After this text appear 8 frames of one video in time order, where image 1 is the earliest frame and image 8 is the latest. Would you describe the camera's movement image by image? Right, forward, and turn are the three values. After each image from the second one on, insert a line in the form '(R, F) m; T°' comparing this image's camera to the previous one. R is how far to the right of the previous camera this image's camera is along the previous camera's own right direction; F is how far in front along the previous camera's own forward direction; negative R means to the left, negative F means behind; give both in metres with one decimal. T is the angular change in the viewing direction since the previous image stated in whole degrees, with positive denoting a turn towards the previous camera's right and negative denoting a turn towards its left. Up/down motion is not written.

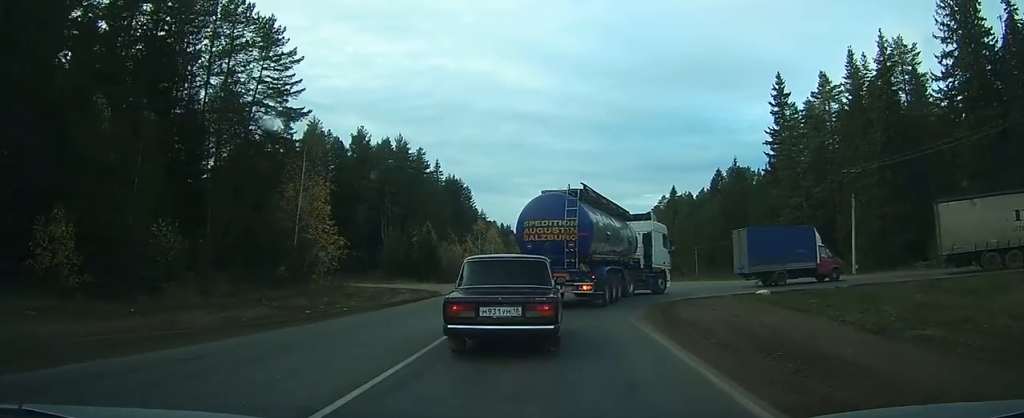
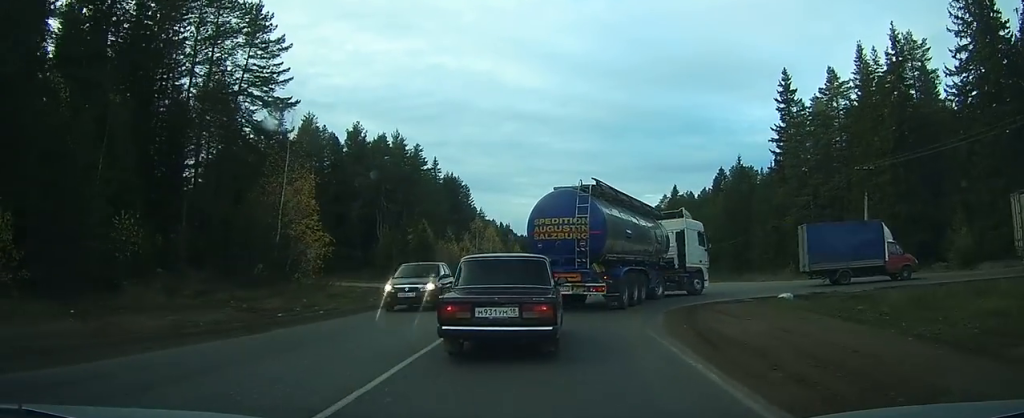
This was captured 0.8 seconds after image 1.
(0.0, +2.7) m; +1°
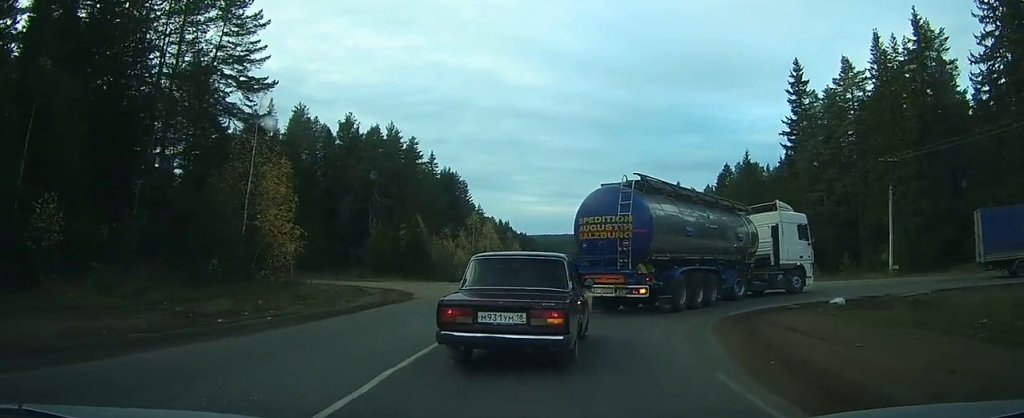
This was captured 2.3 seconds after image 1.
(+0.1, +4.6) m; +1°
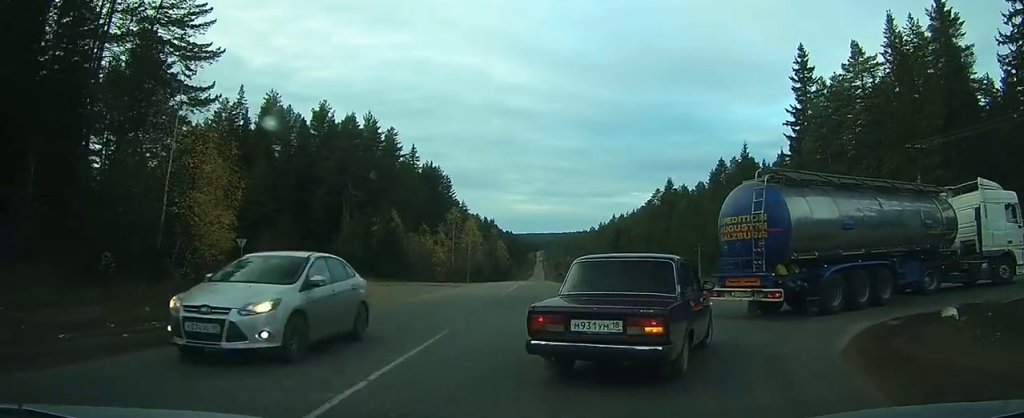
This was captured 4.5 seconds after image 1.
(+0.1, +6.4) m; +4°
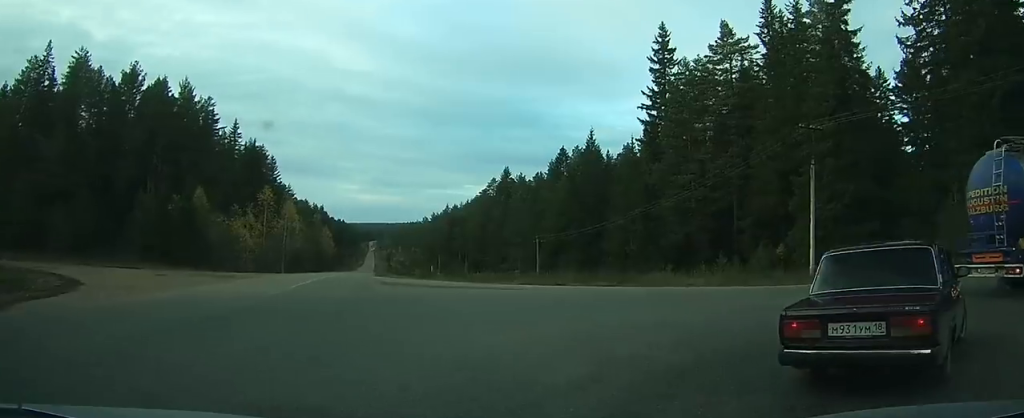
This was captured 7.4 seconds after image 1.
(+0.8, +8.5) m; +15°
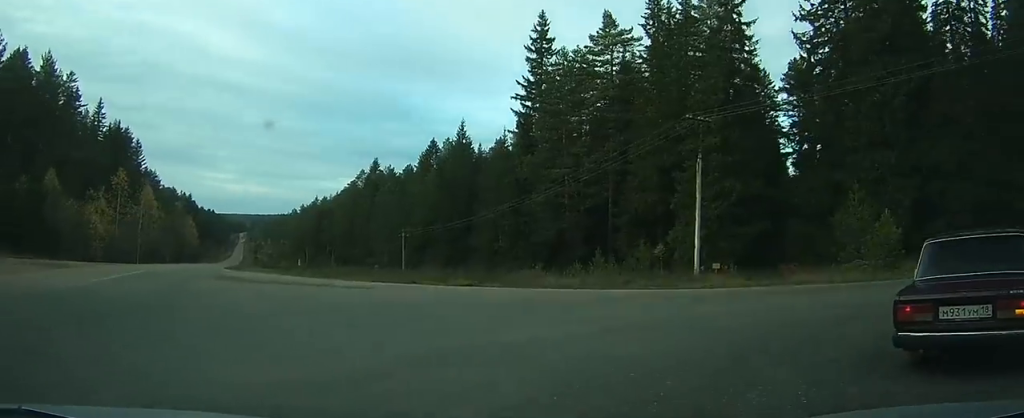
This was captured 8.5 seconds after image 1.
(-0.1, +3.2) m; +9°
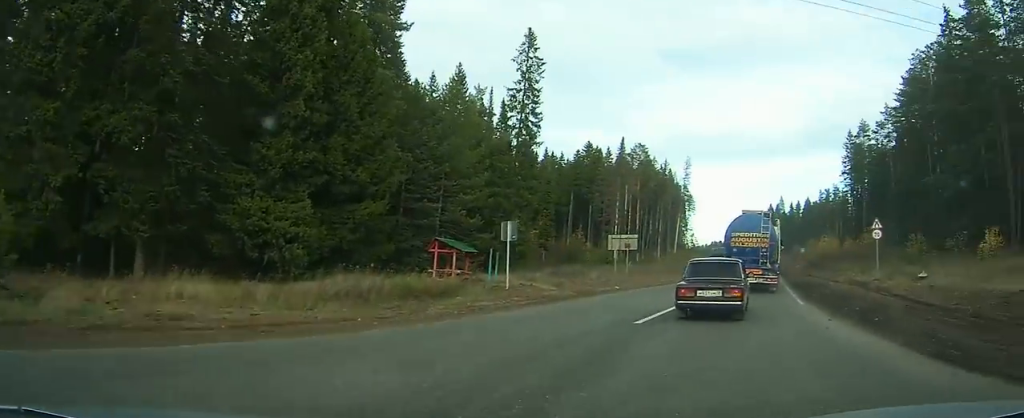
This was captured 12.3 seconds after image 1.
(+6.6, +11.9) m; +70°
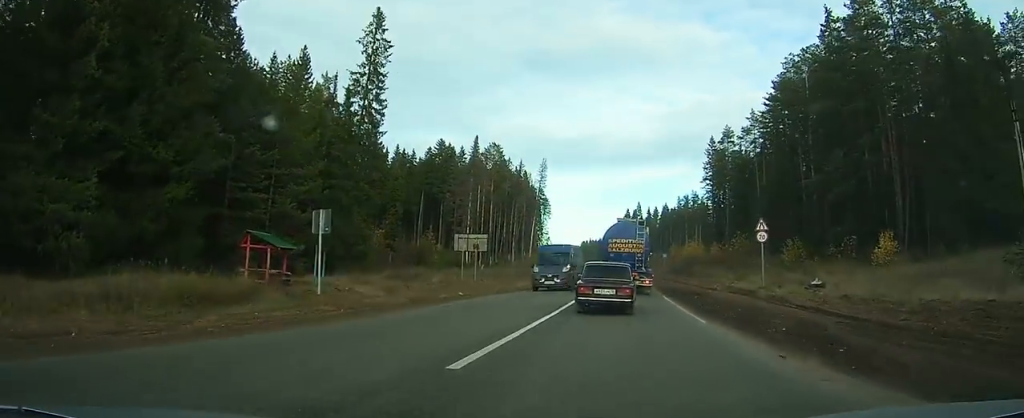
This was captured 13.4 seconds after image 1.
(+1.8, +5.0) m; +14°
